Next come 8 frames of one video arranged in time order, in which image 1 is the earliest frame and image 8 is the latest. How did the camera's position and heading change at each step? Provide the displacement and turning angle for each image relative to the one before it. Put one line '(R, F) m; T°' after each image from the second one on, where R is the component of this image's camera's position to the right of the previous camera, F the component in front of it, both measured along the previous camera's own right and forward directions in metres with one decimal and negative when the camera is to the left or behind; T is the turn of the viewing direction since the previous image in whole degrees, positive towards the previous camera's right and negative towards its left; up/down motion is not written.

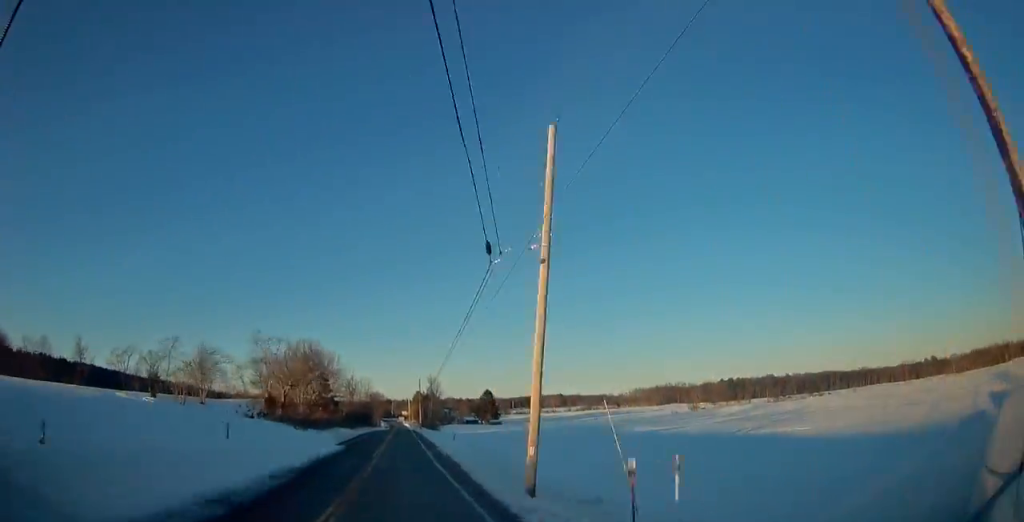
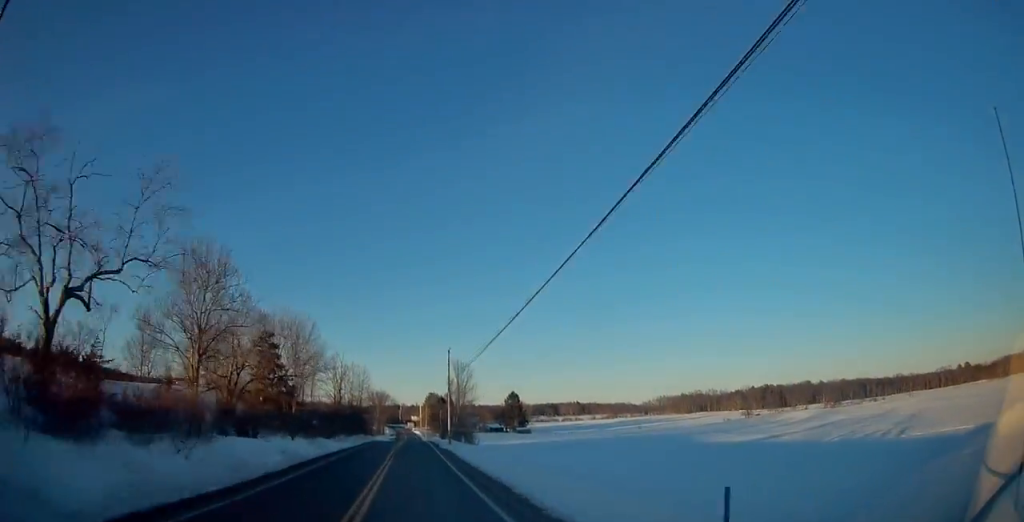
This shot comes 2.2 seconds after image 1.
(-1.1, +44.7) m; -1°
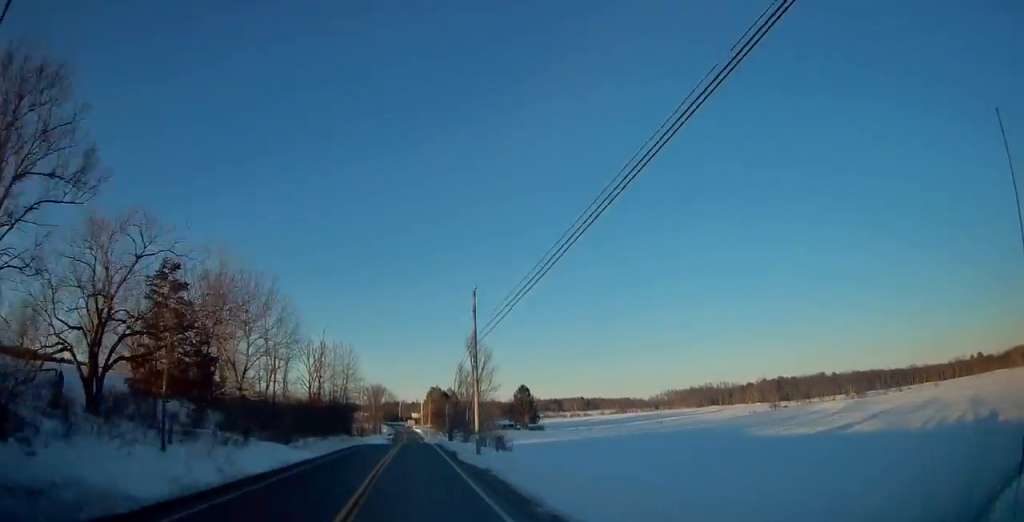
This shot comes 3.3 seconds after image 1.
(+0.2, +21.9) m; 0°
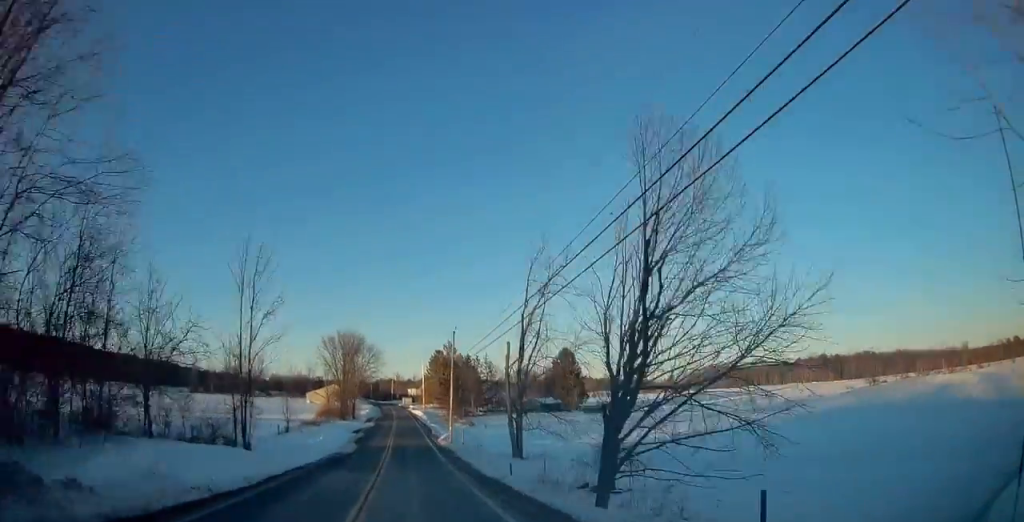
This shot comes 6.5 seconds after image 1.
(-0.2, +67.5) m; 0°
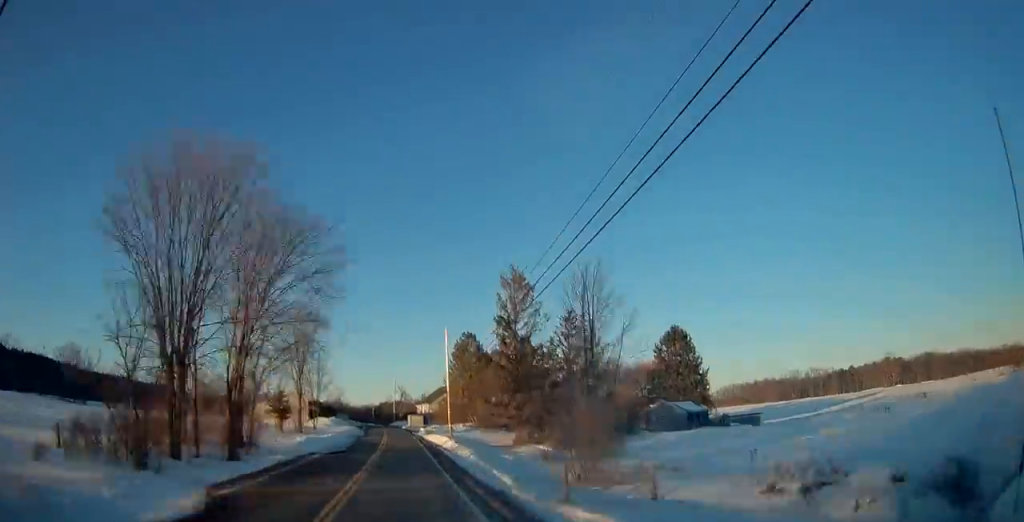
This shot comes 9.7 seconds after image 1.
(-0.1, +65.6) m; -1°
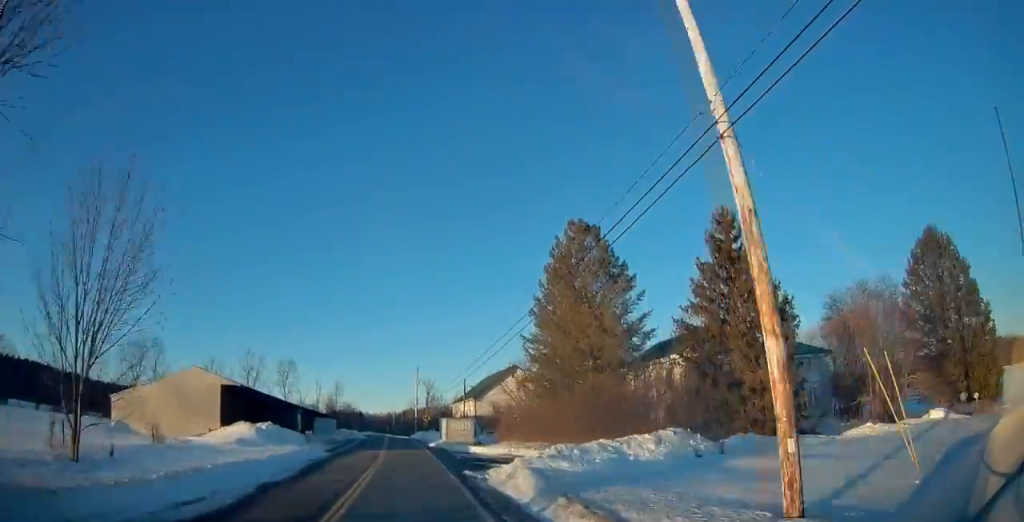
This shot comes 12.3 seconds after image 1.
(-0.7, +54.3) m; -3°
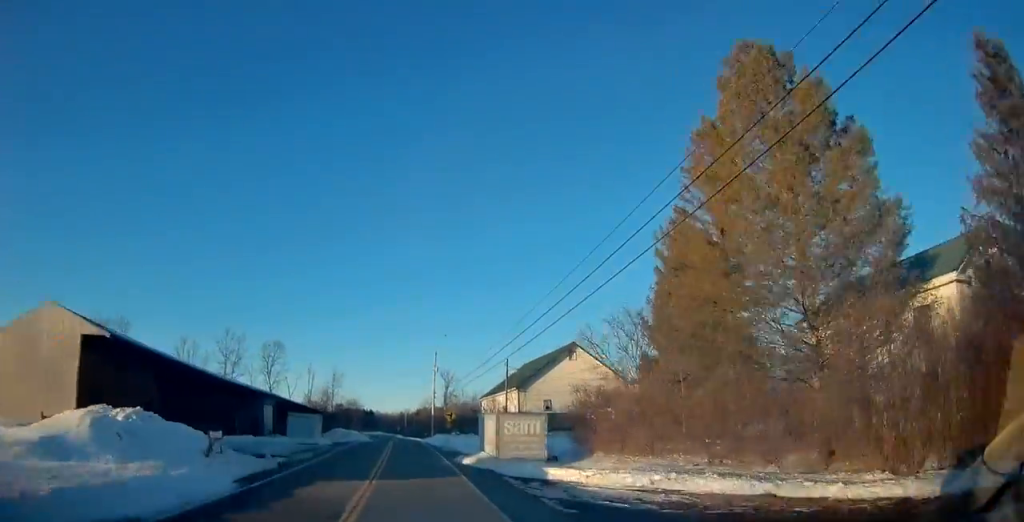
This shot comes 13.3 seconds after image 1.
(-0.6, +22.0) m; -1°
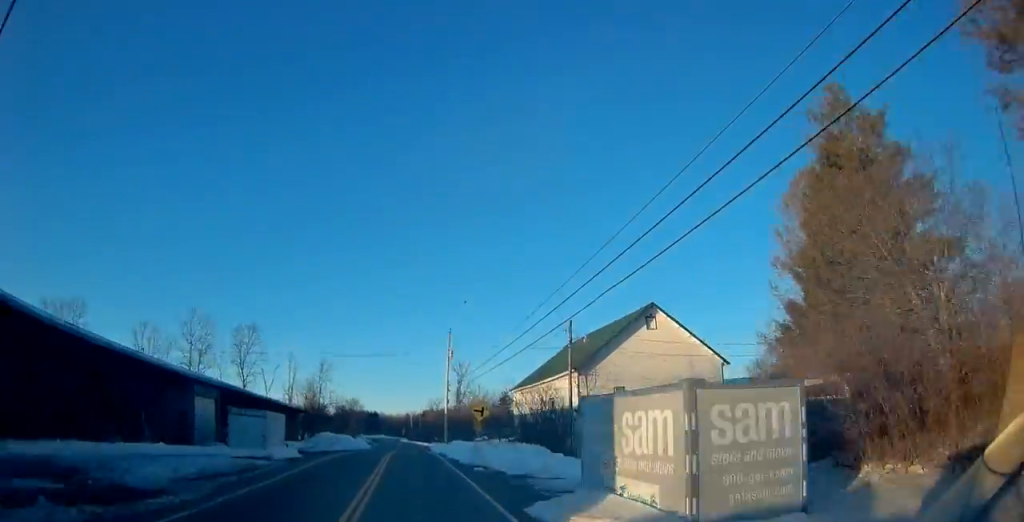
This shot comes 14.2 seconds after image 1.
(-0.2, +17.8) m; -1°
